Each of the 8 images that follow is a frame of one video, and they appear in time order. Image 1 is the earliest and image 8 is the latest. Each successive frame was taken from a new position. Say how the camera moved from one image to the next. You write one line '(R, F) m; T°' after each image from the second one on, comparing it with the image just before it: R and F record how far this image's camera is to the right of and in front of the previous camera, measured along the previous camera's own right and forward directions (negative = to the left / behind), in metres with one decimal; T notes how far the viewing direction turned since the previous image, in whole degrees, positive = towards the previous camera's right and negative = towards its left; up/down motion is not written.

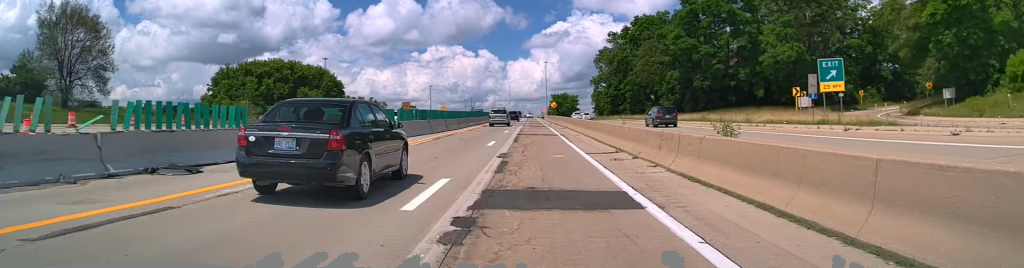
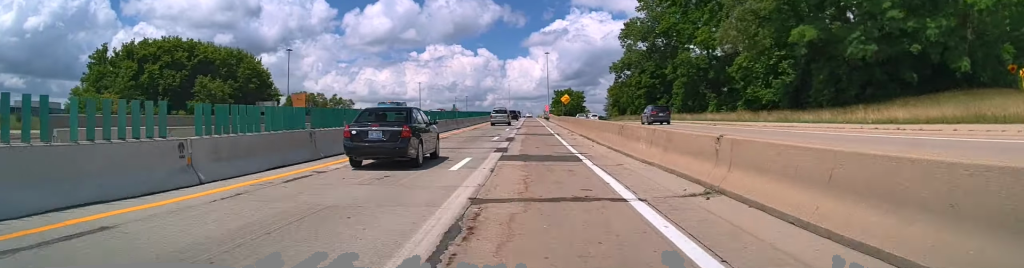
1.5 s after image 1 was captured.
(0.0, +39.8) m; 0°
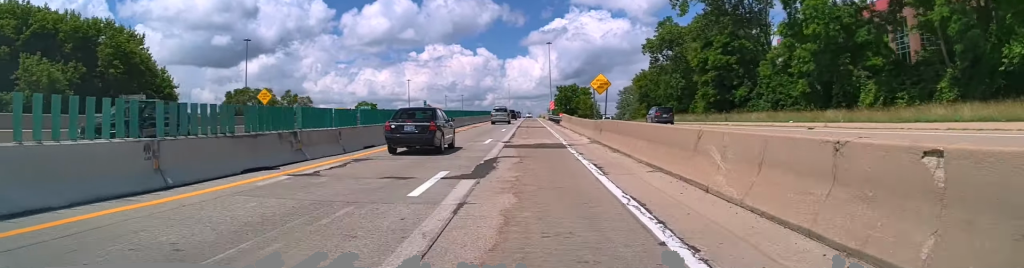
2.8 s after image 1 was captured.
(0.0, +34.5) m; 0°
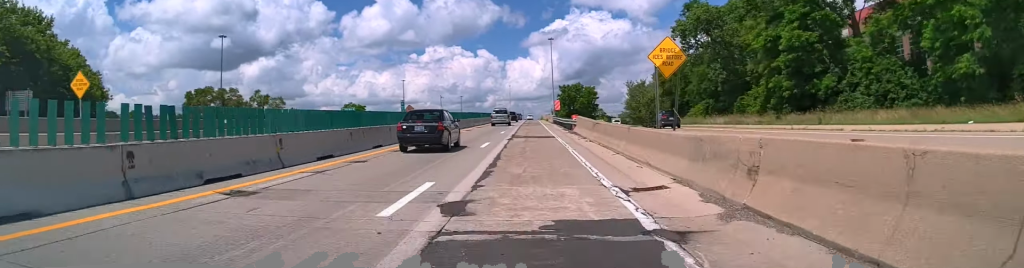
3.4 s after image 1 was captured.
(-0.1, +16.8) m; +1°
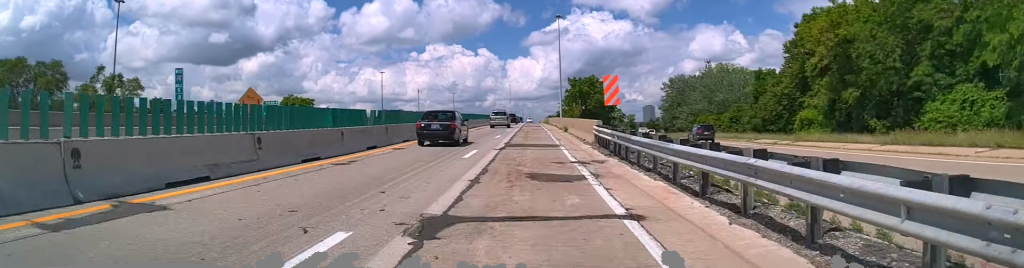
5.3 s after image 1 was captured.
(+0.3, +50.3) m; 0°
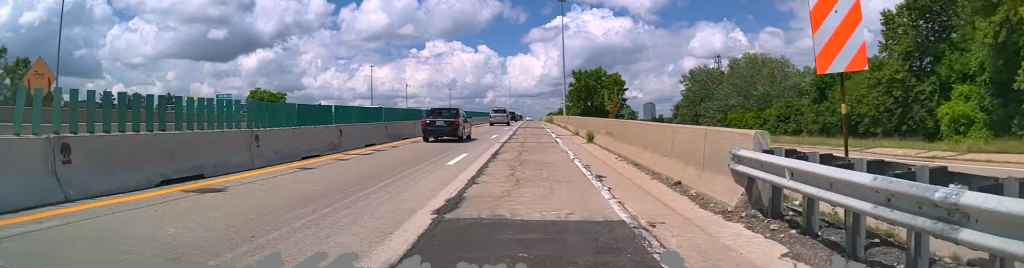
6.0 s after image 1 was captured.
(-0.1, +18.5) m; 0°
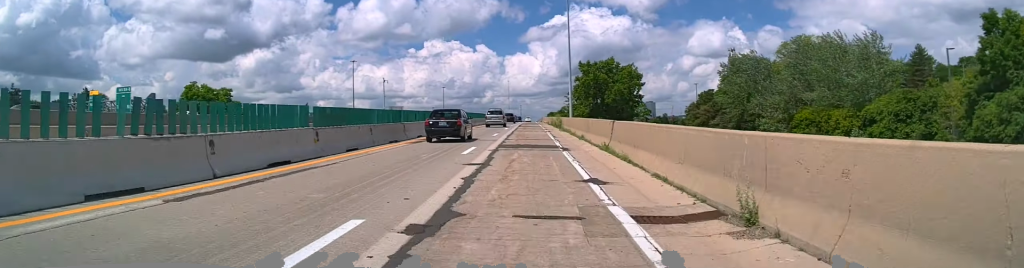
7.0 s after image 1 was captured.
(+0.1, +26.3) m; 0°
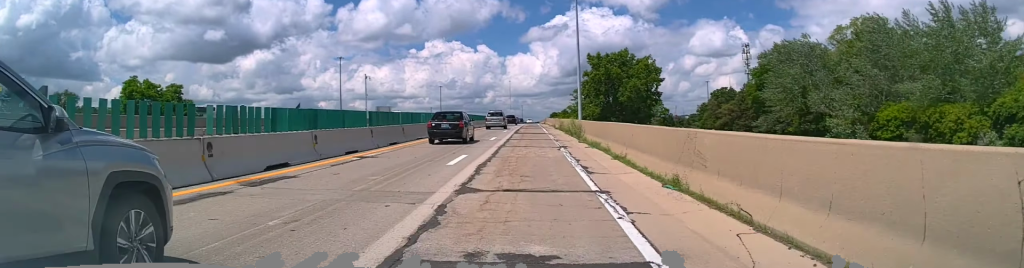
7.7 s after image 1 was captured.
(+0.1, +18.4) m; 0°
